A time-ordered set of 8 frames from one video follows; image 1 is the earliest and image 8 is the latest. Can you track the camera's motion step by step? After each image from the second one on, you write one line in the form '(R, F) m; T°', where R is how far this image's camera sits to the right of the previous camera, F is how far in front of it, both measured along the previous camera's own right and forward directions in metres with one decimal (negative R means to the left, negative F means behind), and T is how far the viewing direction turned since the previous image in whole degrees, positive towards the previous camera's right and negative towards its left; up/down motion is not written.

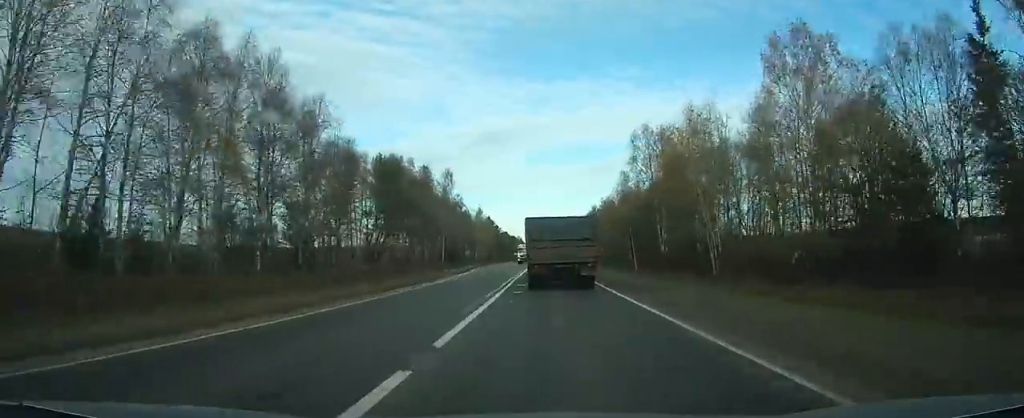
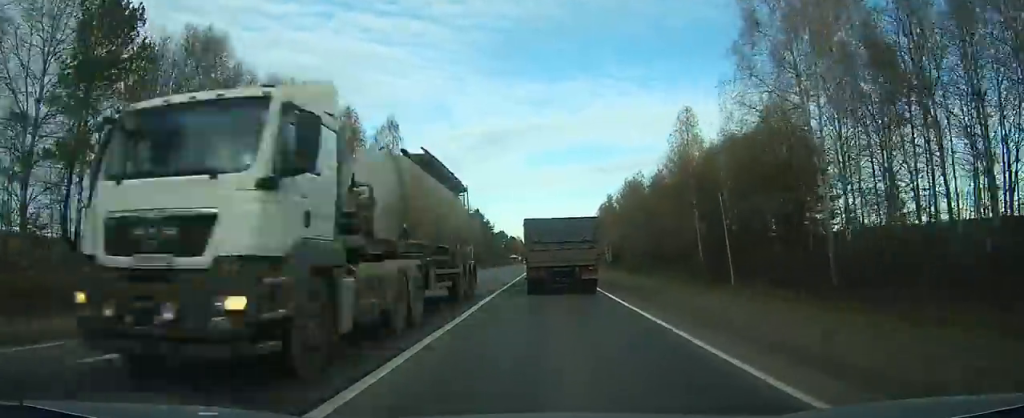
(0.0, +47.8) m; 0°
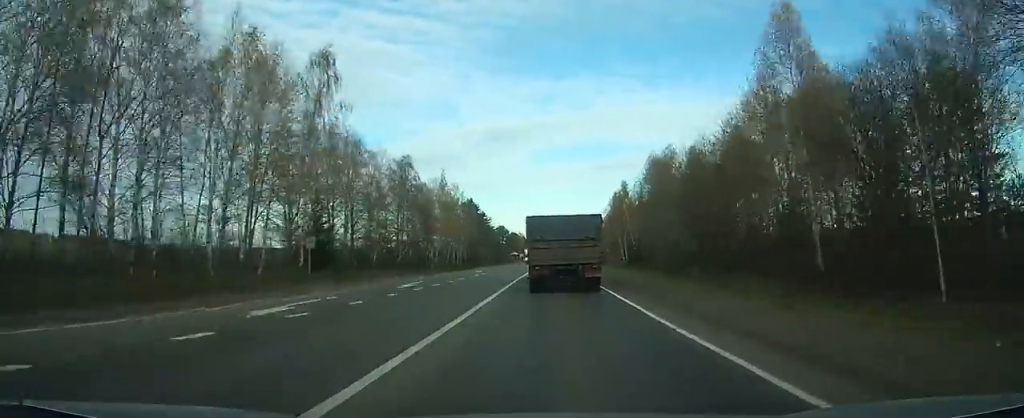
(-0.1, +25.9) m; 0°
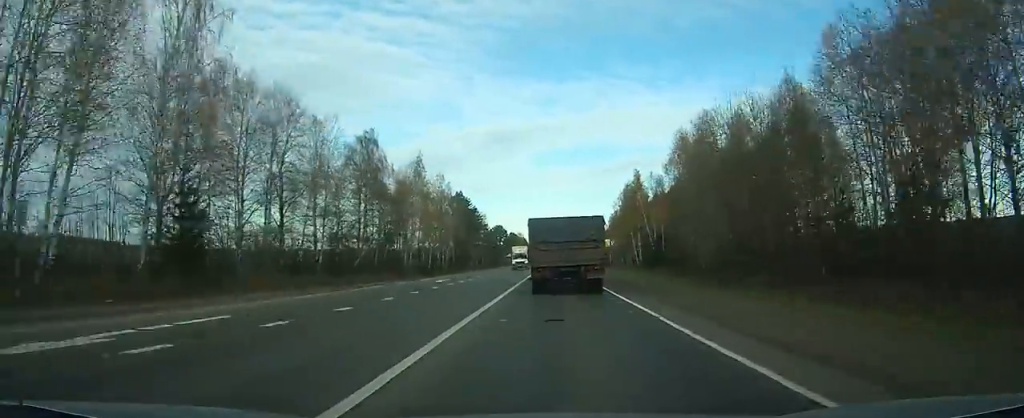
(-0.1, +21.6) m; 0°
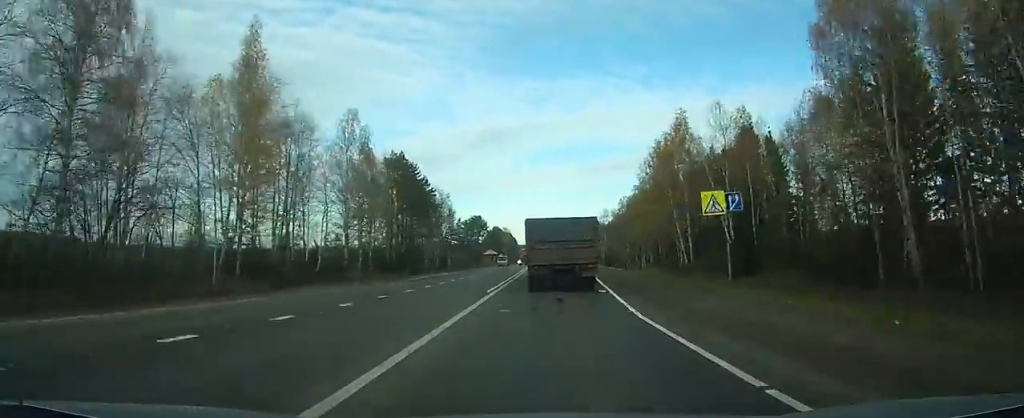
(+0.1, +51.4) m; 0°
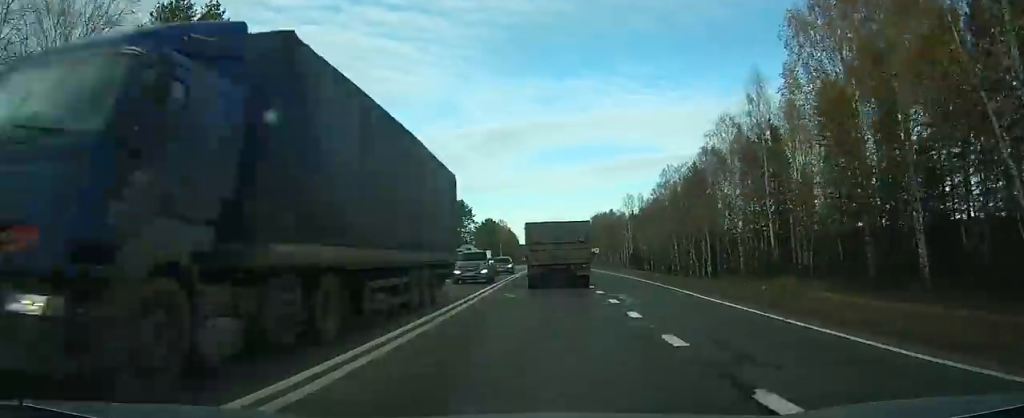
(+0.4, +57.4) m; 0°
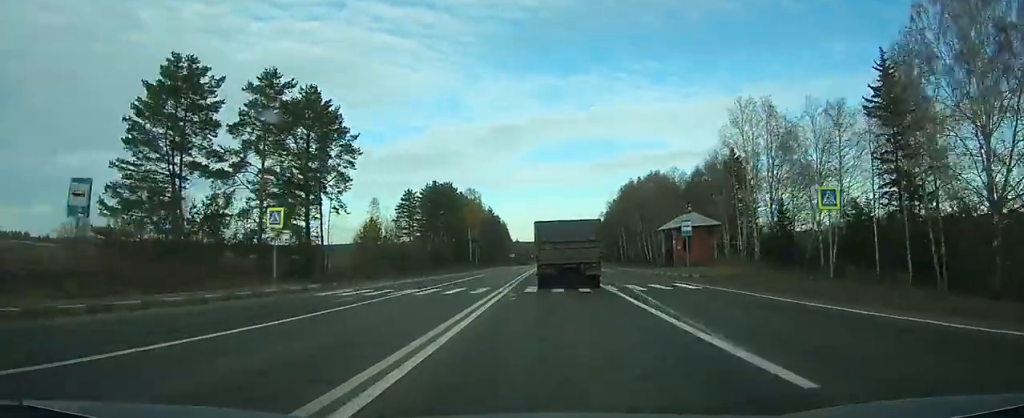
(-0.9, +105.0) m; -1°
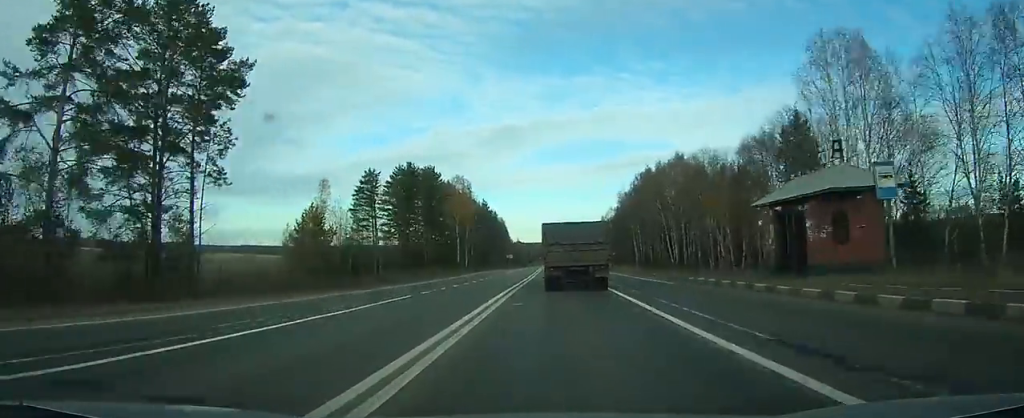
(0.0, +24.3) m; 0°
